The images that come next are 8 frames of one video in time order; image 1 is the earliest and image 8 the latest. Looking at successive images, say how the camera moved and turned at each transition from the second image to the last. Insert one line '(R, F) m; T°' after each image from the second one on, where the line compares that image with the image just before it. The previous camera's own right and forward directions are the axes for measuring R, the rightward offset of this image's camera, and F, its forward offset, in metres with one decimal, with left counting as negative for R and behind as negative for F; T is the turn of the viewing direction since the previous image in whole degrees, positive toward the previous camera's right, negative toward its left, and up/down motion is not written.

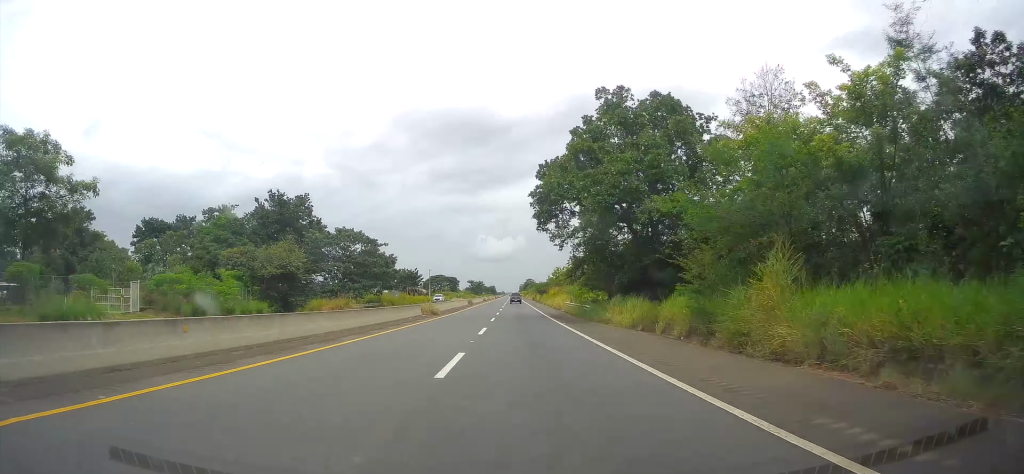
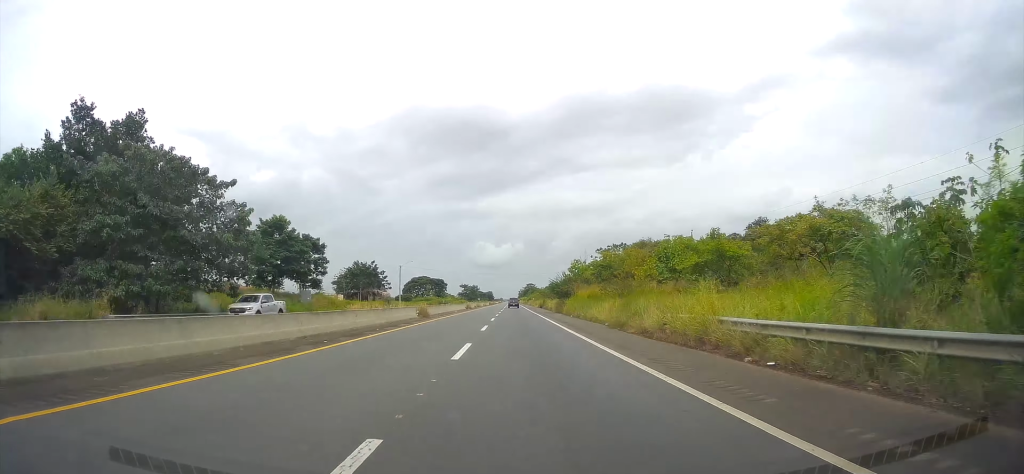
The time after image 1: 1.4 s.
(+0.2, +45.8) m; 0°
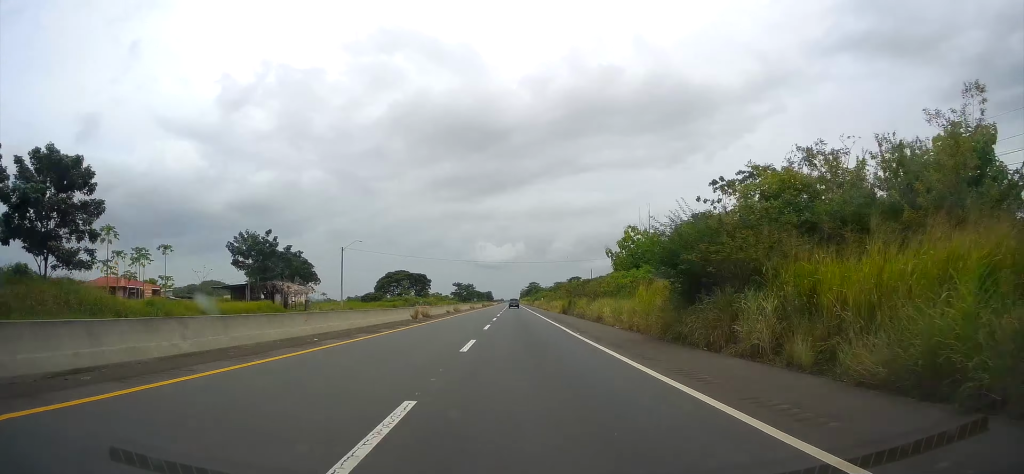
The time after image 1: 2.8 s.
(0.0, +45.8) m; 0°
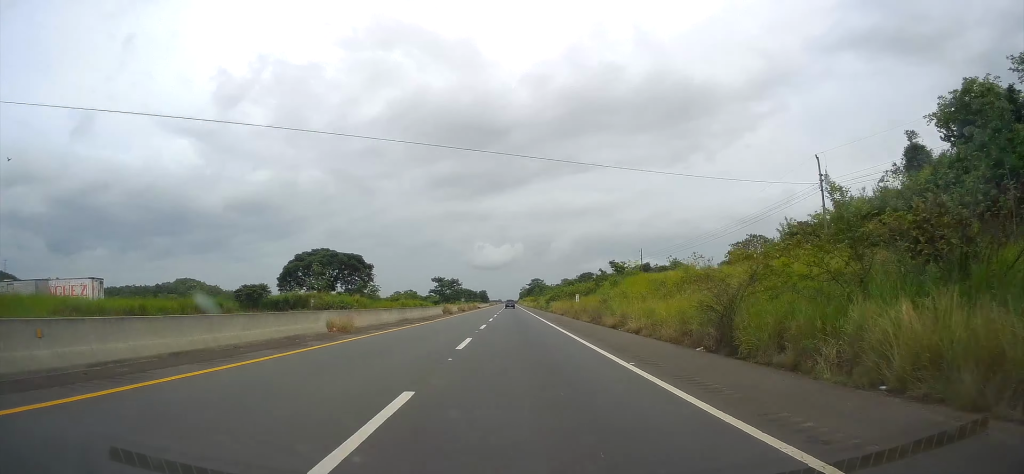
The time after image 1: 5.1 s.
(+0.2, +72.9) m; 0°
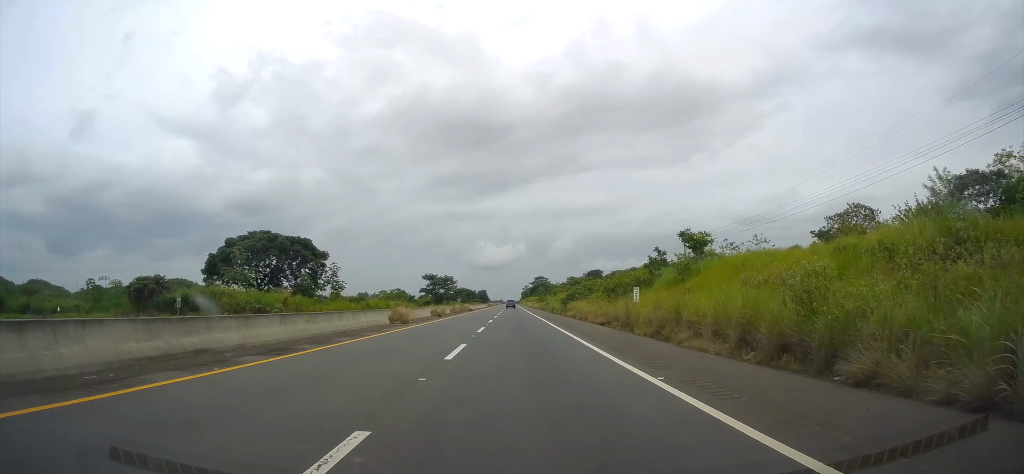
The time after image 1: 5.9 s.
(+0.3, +27.0) m; 0°
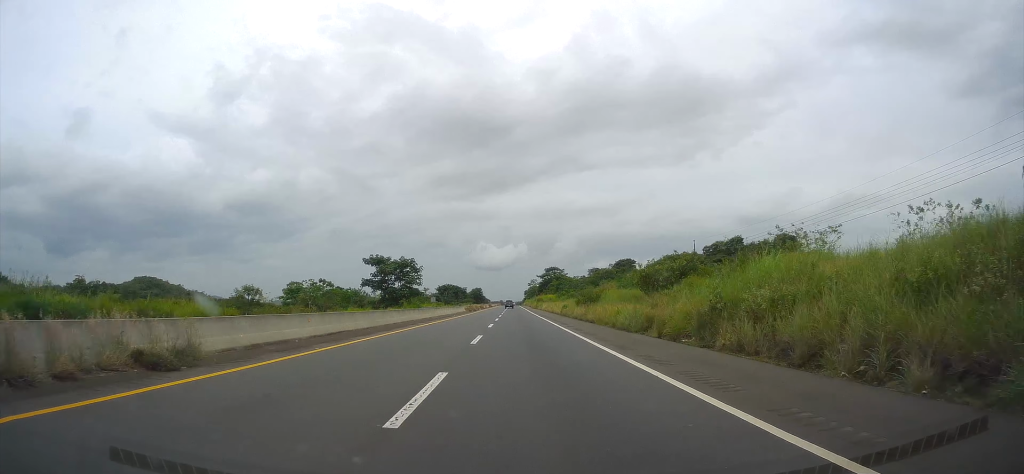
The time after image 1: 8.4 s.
(-0.9, +81.1) m; 0°
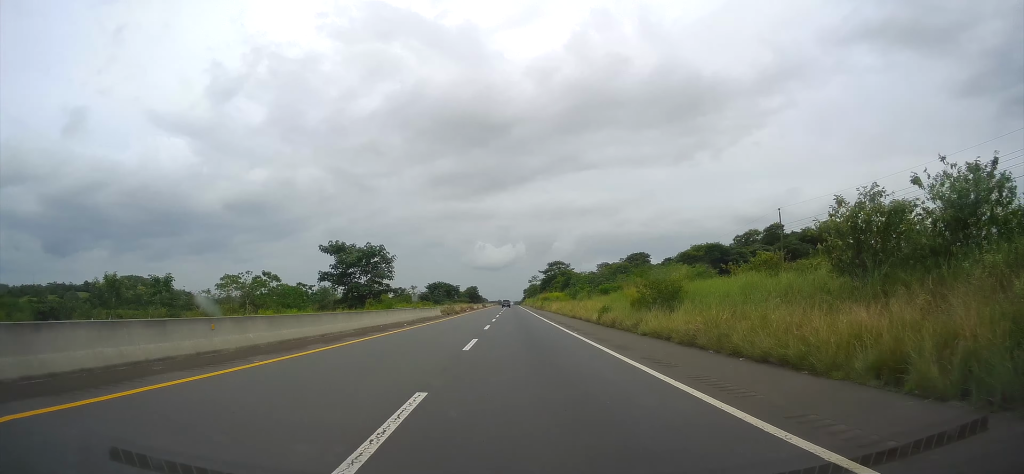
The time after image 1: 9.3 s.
(-0.1, +27.0) m; 0°
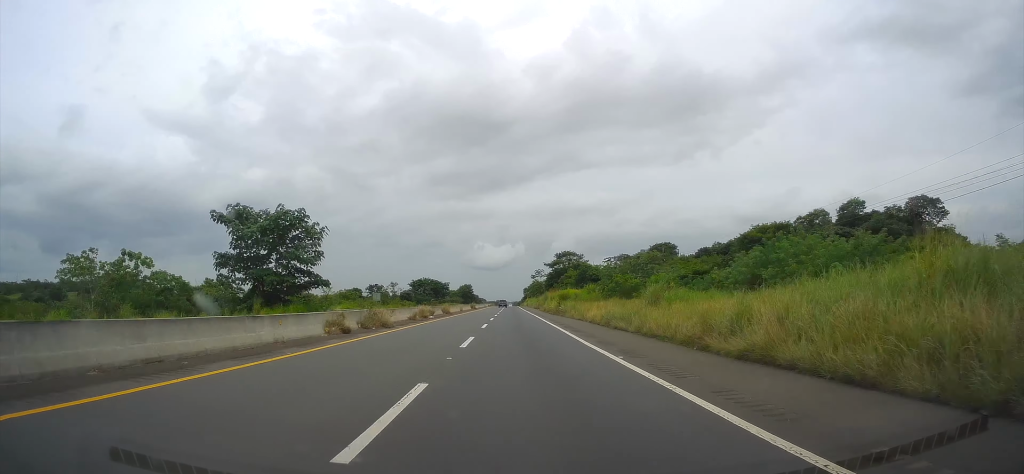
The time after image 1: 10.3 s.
(0.0, +35.0) m; 0°
